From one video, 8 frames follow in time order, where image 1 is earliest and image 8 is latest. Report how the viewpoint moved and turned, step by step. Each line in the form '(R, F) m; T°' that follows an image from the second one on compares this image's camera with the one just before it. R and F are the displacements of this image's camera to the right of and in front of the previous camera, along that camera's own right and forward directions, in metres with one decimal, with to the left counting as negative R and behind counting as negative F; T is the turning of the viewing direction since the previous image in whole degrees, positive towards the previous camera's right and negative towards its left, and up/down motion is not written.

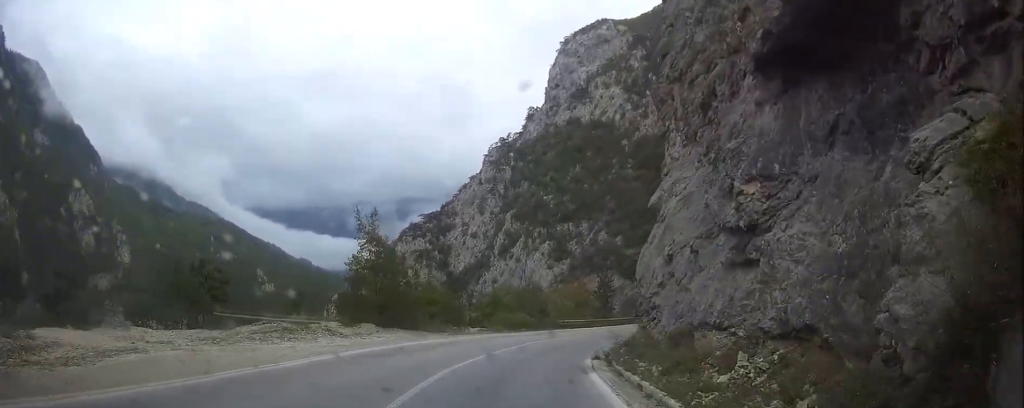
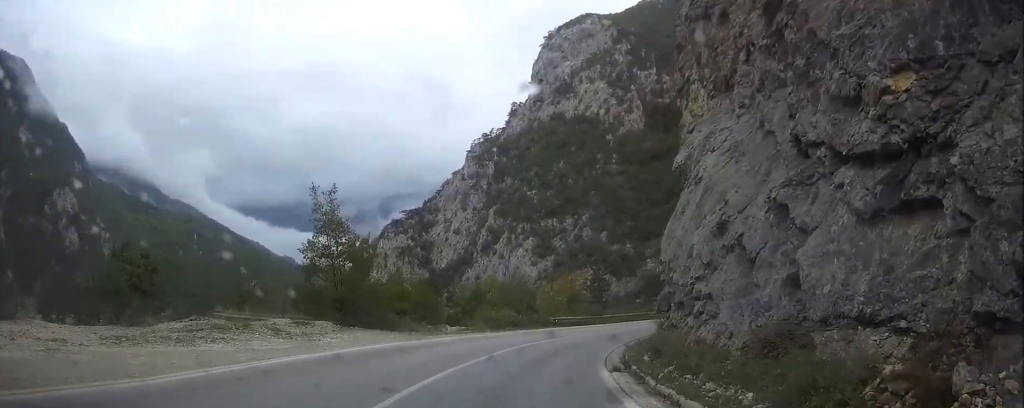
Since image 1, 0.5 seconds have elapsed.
(+0.1, +5.9) m; +1°
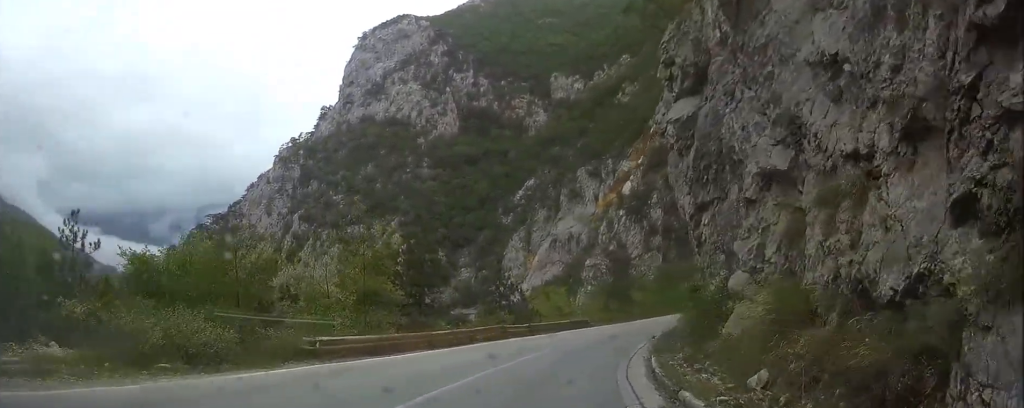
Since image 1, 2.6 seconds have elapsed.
(+2.1, +26.7) m; +15°
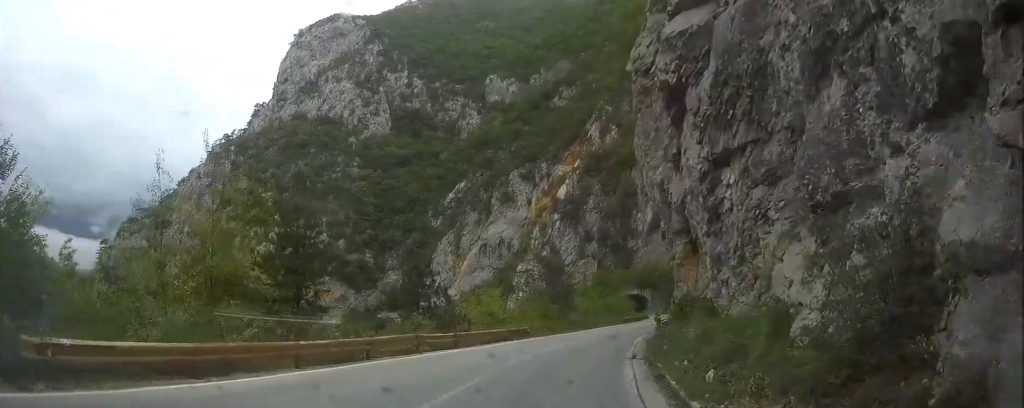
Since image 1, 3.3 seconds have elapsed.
(+0.7, +8.5) m; +7°
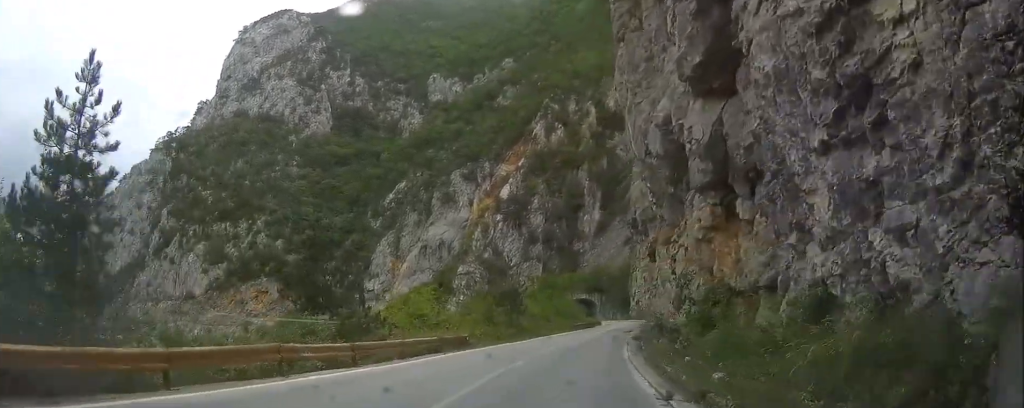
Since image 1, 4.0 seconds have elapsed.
(+0.5, +9.2) m; +6°
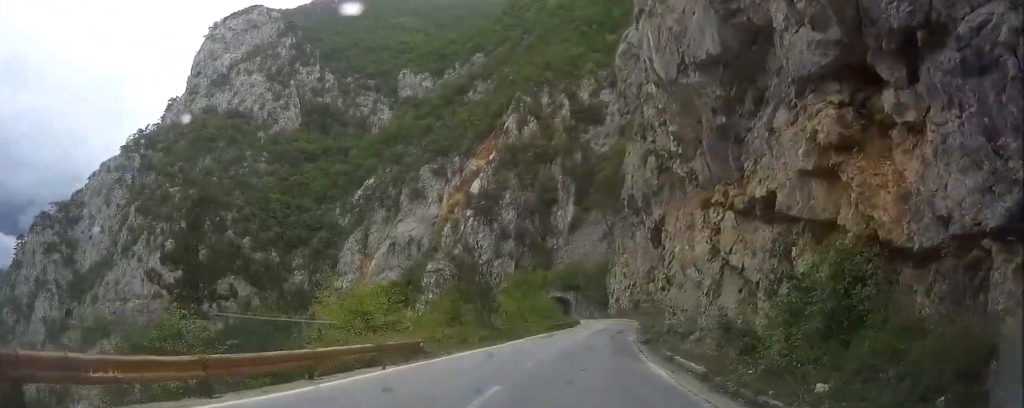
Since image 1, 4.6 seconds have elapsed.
(+0.2, +7.9) m; +3°
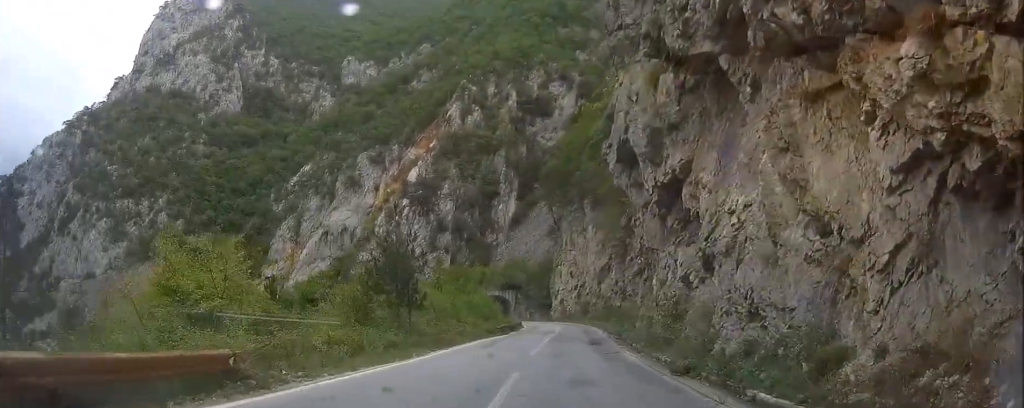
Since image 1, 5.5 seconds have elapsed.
(+0.6, +11.7) m; +6°
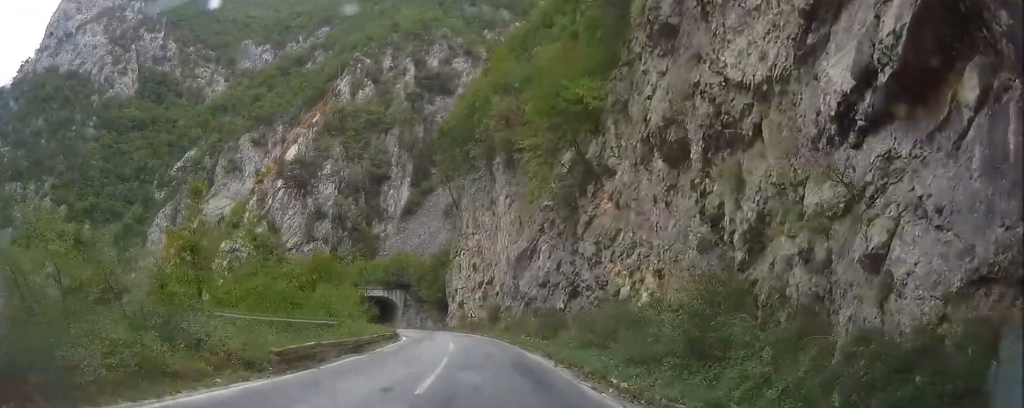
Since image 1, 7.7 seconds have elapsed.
(+2.6, +28.9) m; +8°
